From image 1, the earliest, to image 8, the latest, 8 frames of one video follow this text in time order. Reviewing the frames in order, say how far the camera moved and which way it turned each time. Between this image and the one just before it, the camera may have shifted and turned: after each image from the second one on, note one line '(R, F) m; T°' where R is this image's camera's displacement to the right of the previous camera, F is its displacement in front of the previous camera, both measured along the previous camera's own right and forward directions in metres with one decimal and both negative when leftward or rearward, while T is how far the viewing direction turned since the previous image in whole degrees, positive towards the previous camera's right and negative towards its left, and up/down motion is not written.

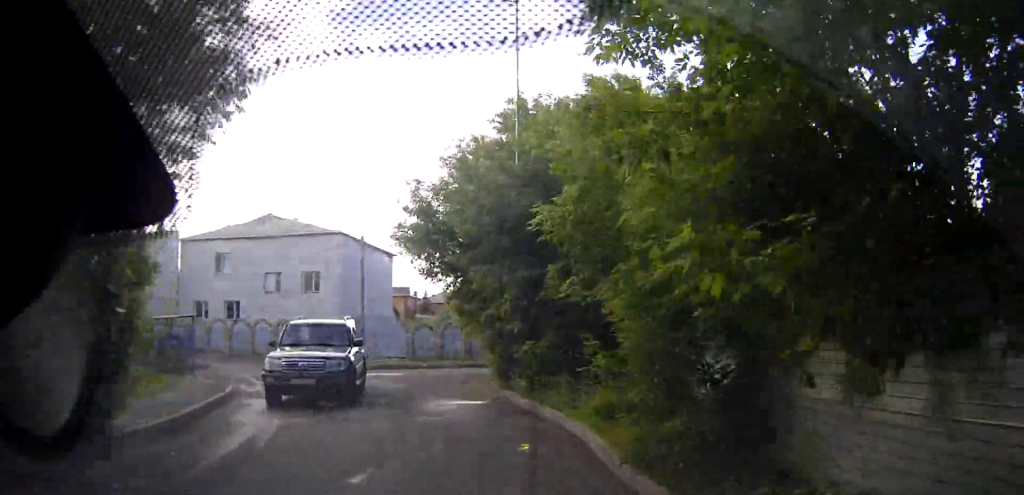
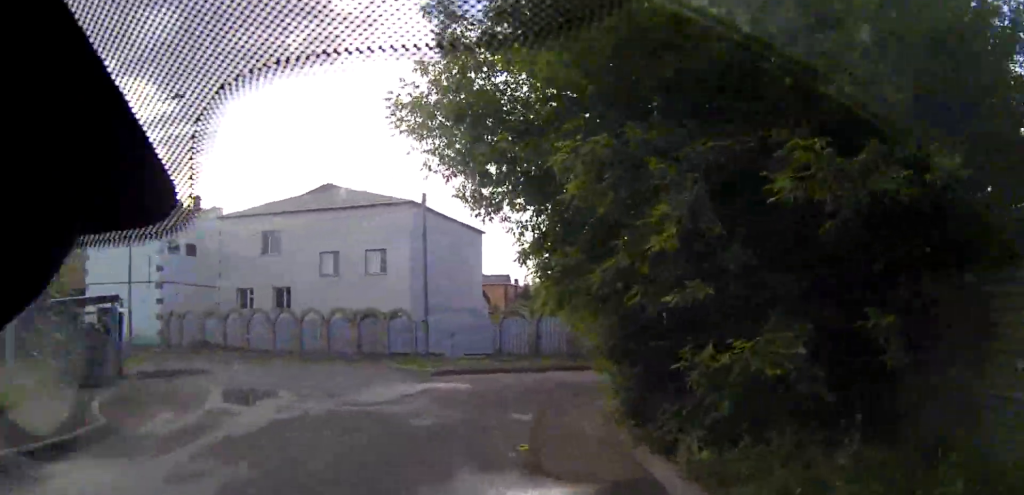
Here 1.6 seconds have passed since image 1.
(-0.4, +9.7) m; -7°
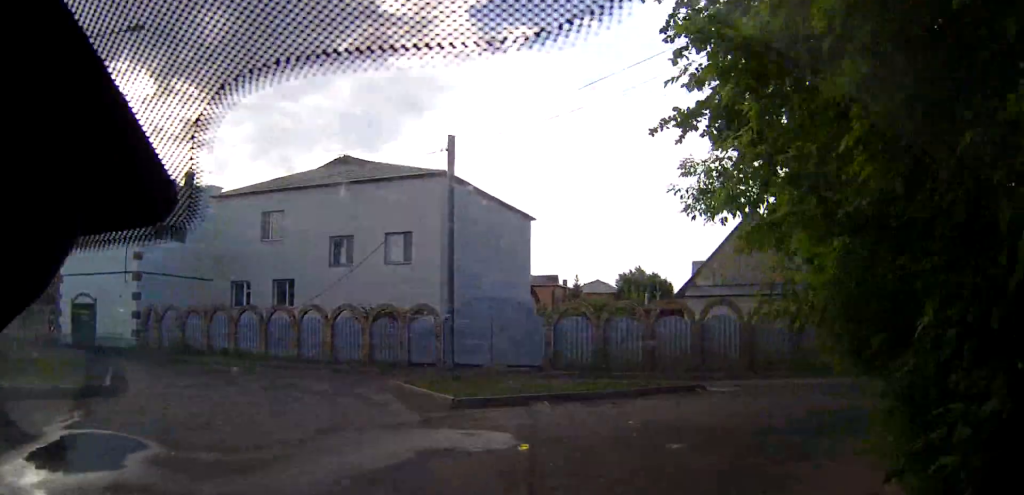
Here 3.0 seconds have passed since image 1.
(-0.4, +8.9) m; -1°
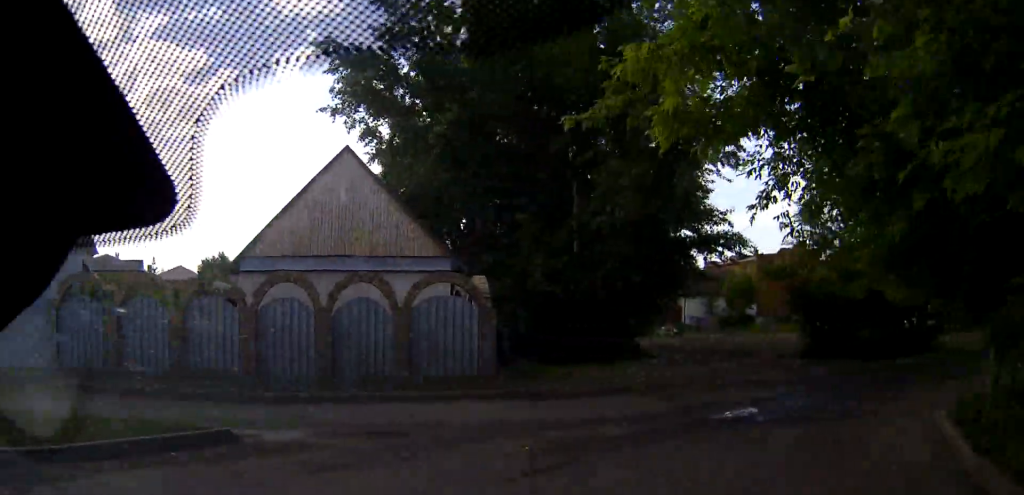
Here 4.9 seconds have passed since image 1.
(+1.8, +10.0) m; +30°
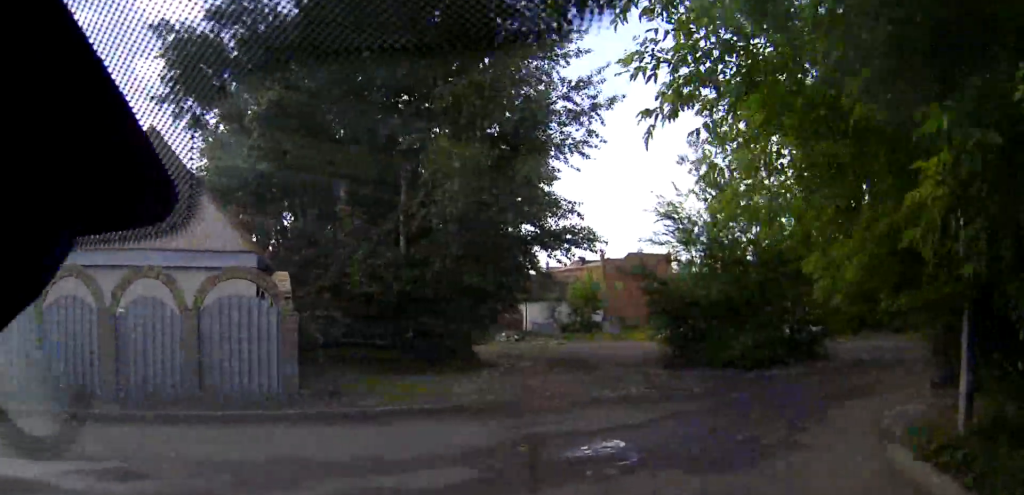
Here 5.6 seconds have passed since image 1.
(+0.5, +3.3) m; +13°
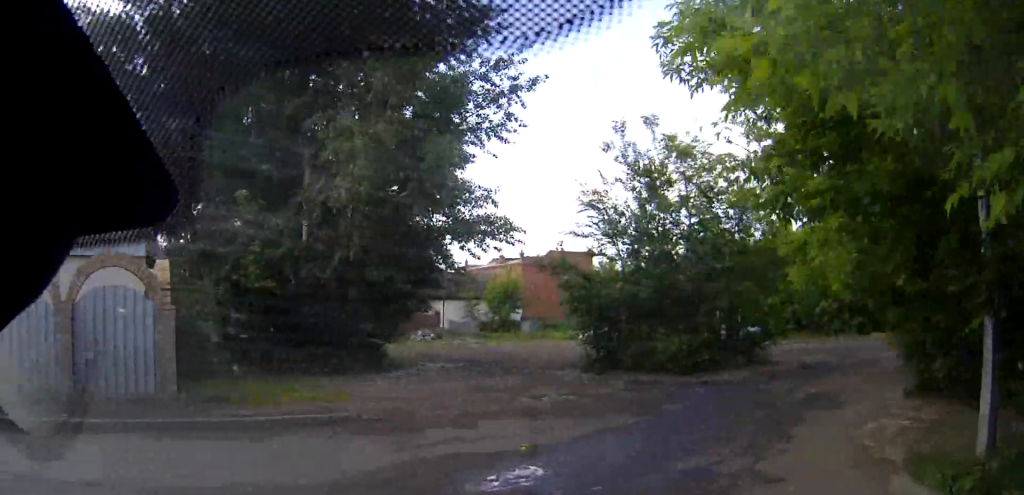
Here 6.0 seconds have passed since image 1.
(+0.1, +2.1) m; +7°
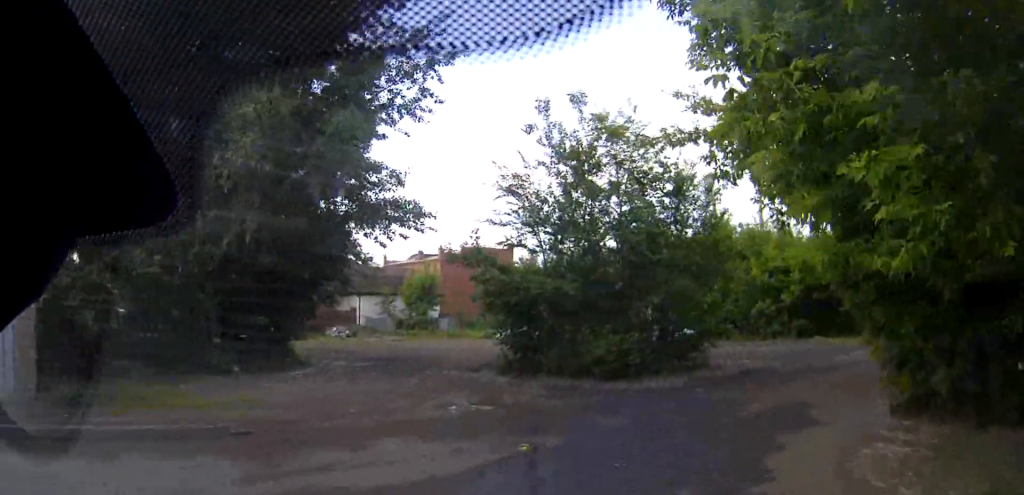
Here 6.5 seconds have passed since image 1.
(+0.4, +2.3) m; +5°
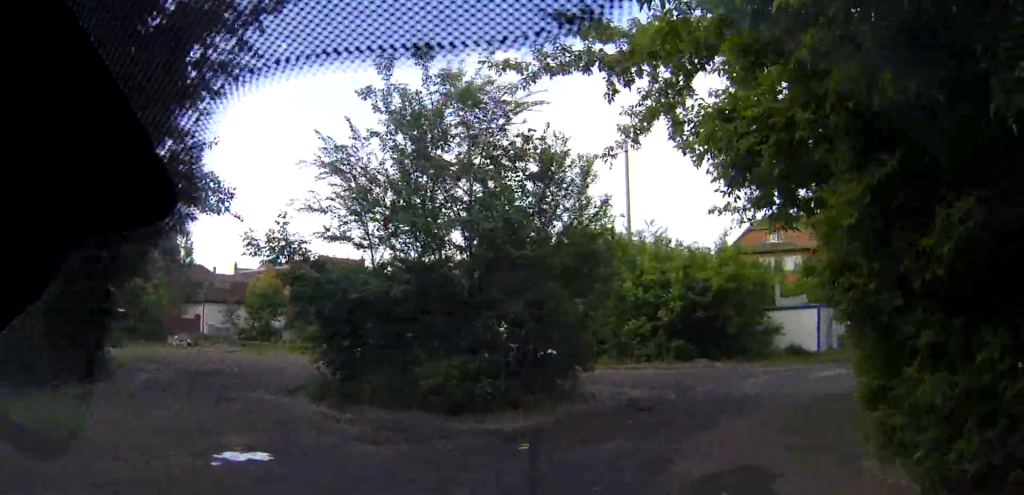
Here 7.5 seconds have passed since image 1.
(+0.3, +4.6) m; +8°
